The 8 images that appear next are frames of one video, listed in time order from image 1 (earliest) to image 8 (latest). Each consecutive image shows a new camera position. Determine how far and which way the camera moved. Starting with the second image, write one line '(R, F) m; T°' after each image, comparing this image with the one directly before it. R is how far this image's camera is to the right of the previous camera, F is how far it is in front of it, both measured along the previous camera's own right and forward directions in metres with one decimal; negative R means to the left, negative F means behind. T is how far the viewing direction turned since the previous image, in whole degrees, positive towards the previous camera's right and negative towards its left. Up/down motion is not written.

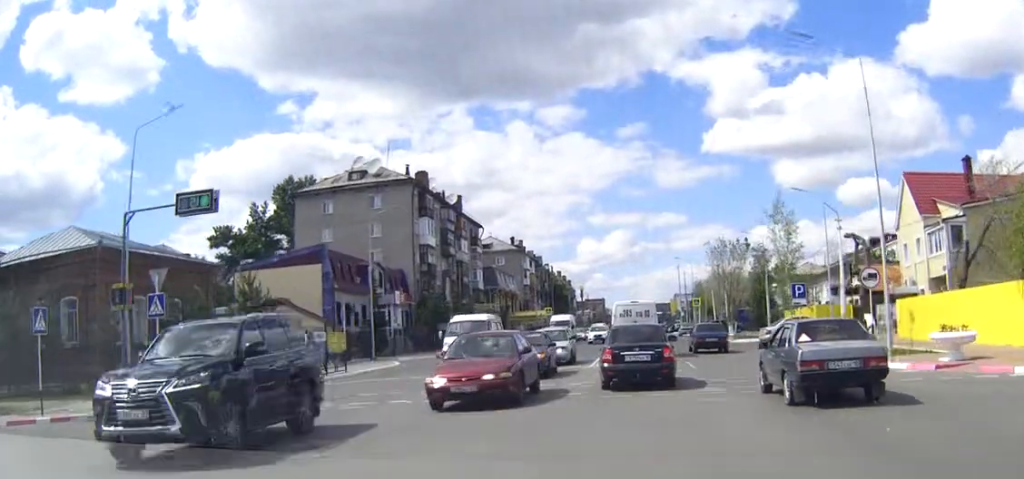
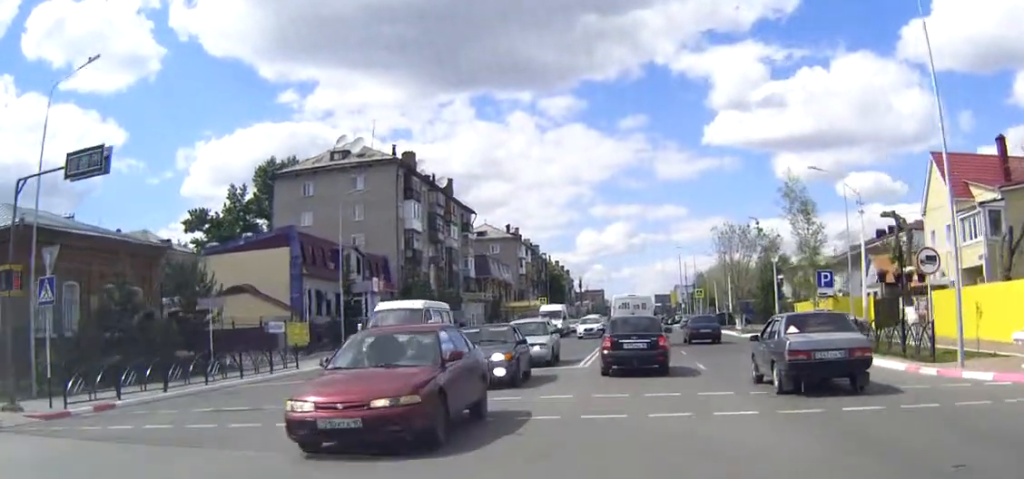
(0.0, +5.8) m; 0°
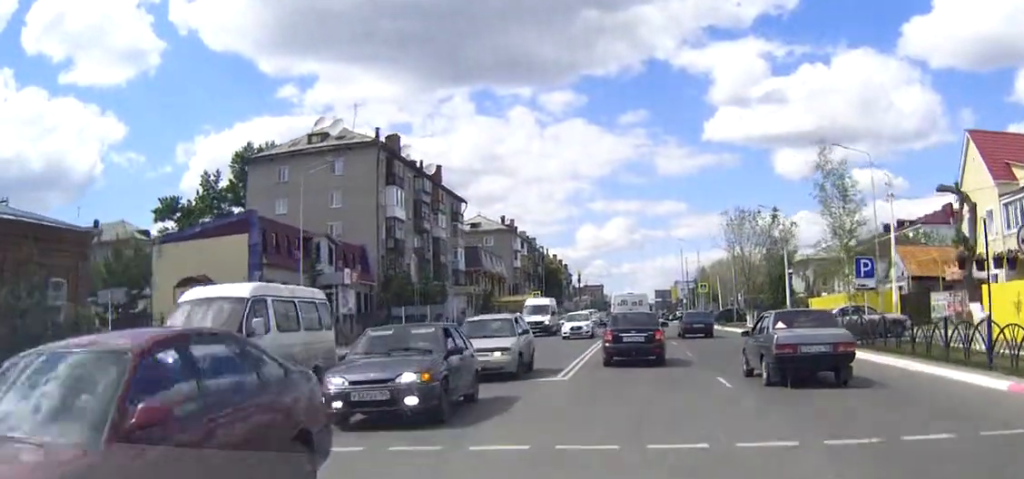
(0.0, +6.6) m; 0°
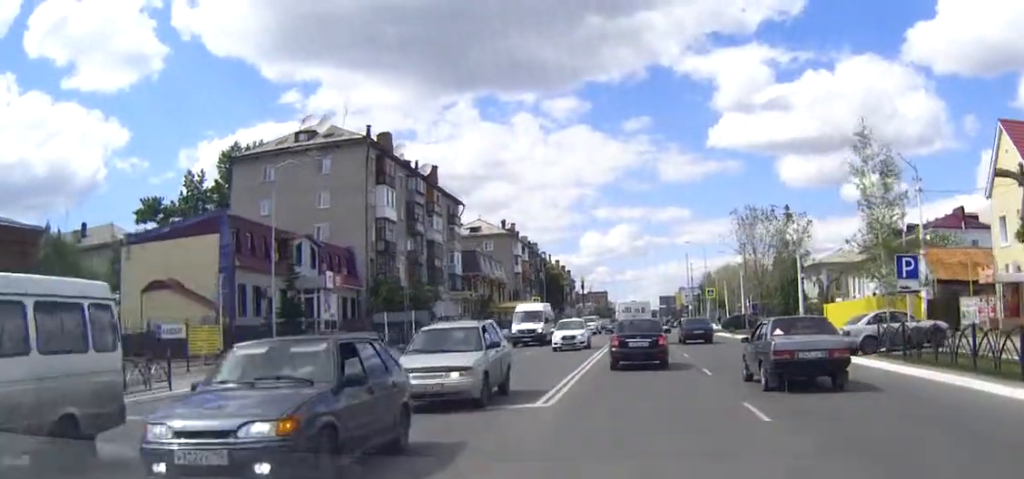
(0.0, +4.5) m; 0°
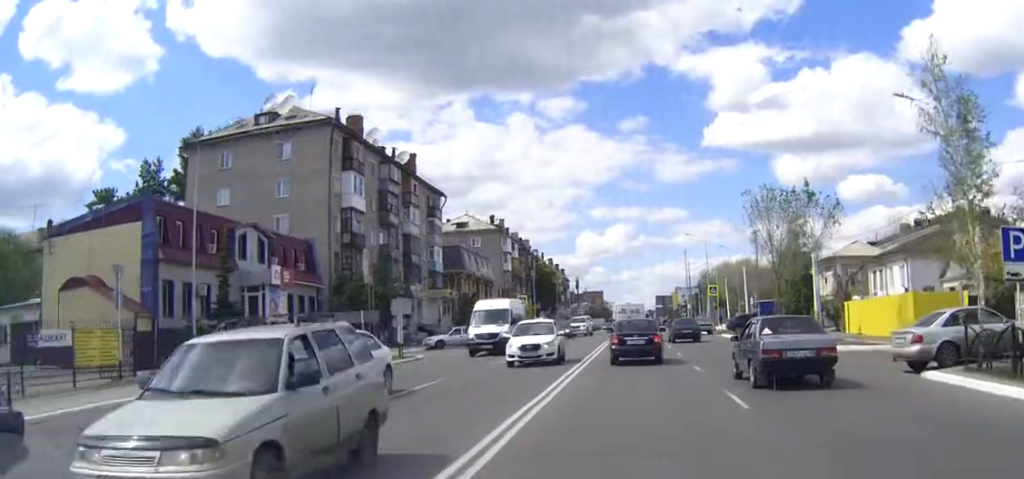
(0.0, +8.0) m; 0°
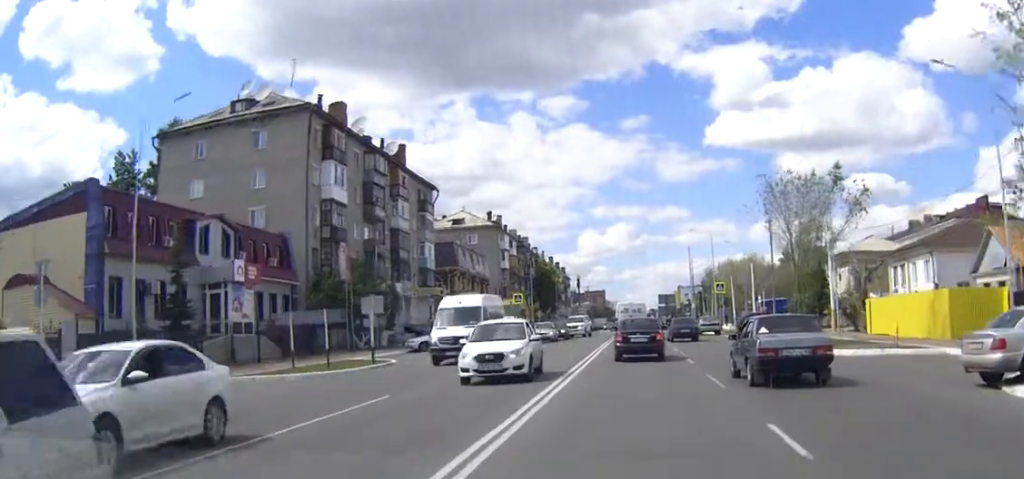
(0.0, +5.0) m; 0°
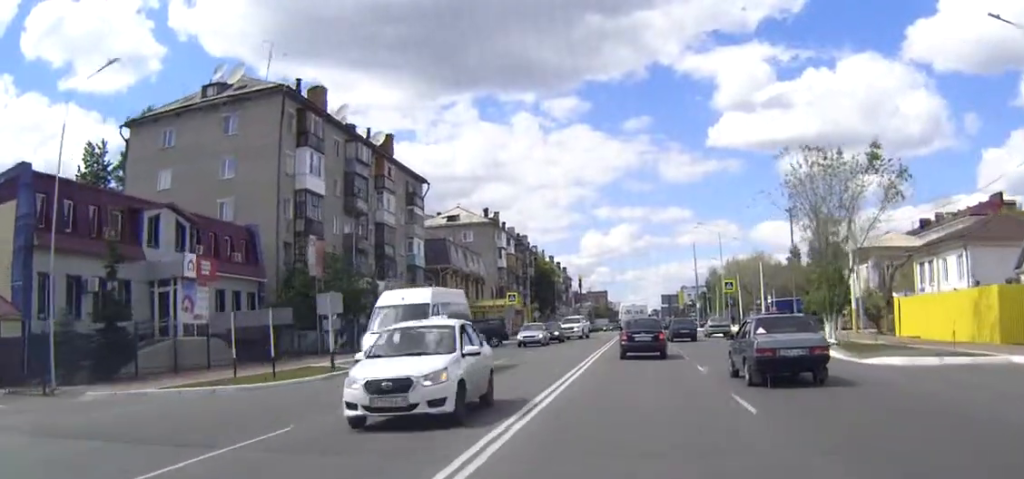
(0.0, +5.3) m; 0°
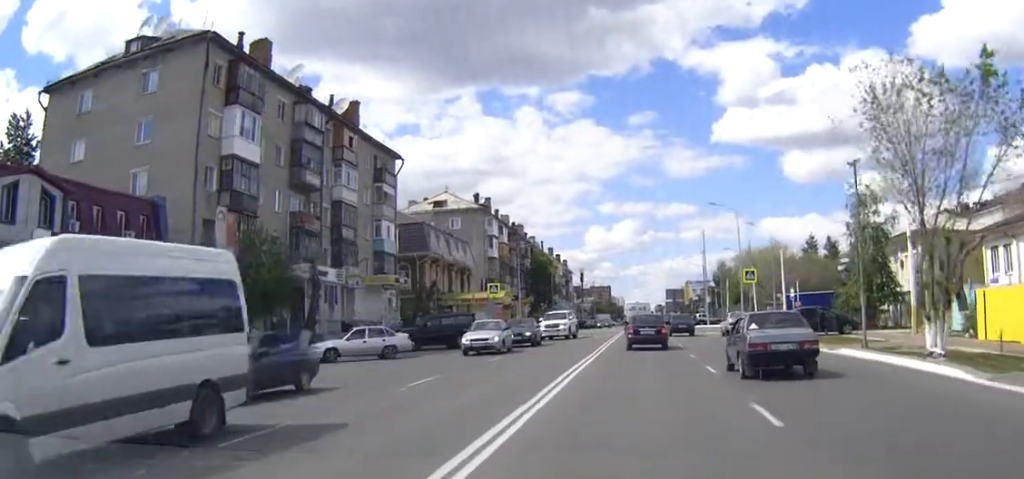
(0.0, +11.4) m; 0°
